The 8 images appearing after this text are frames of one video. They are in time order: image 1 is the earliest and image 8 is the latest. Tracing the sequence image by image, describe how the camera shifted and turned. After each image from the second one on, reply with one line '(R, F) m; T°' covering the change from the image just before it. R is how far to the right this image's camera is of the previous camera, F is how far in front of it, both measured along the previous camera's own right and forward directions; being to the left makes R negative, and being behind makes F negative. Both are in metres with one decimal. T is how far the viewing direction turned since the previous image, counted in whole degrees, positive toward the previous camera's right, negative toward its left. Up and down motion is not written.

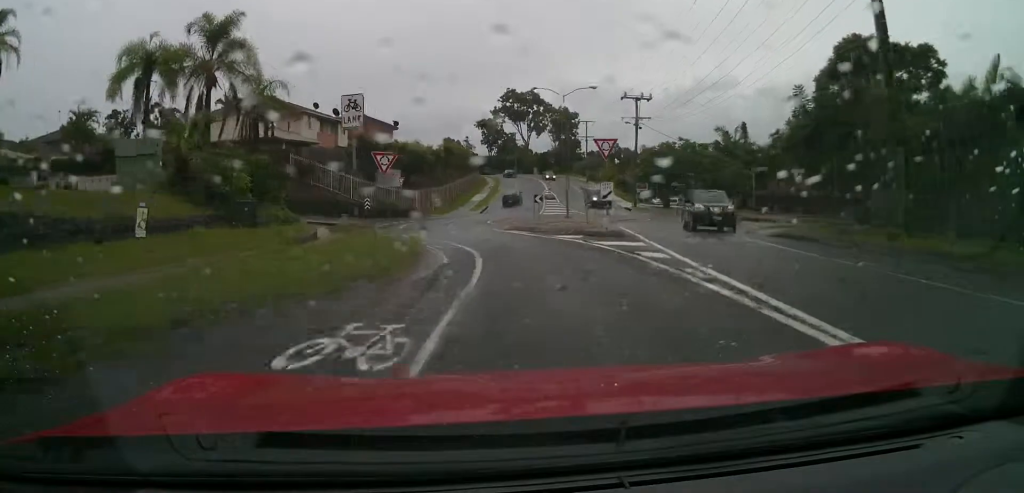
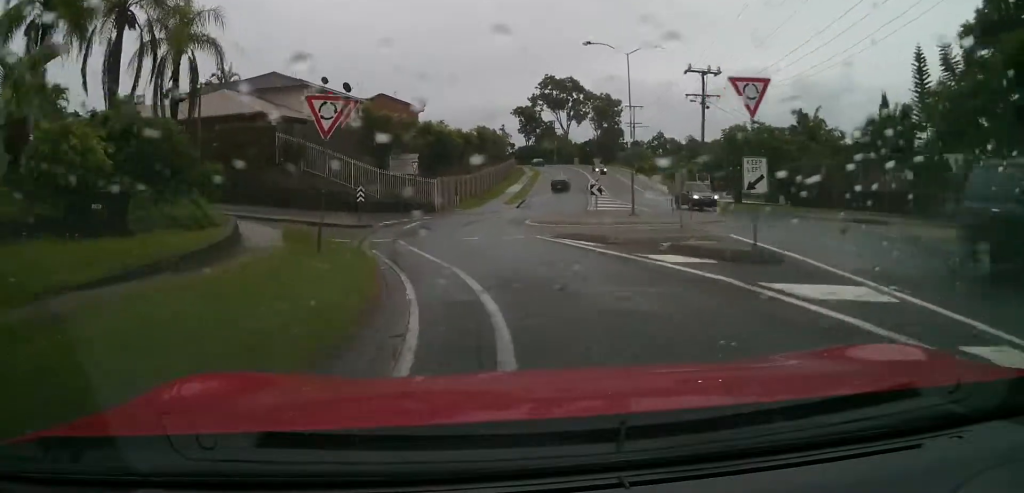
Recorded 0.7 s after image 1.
(-0.3, +9.7) m; -2°
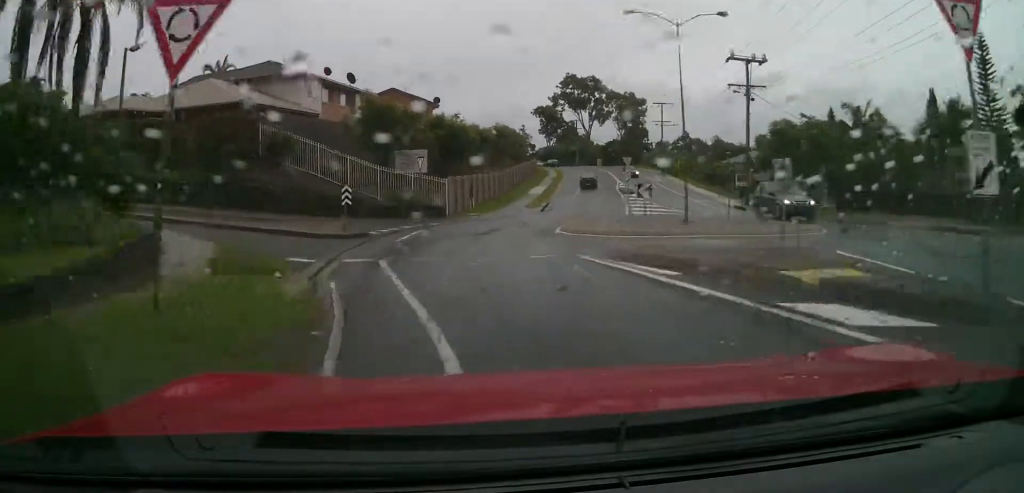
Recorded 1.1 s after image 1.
(0.0, +5.5) m; 0°
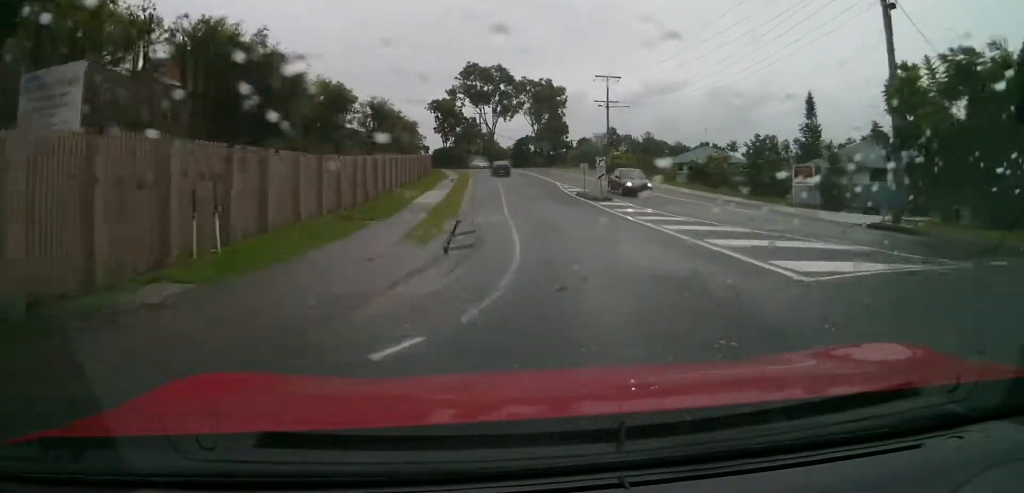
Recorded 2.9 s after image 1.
(+0.4, +24.5) m; +2°
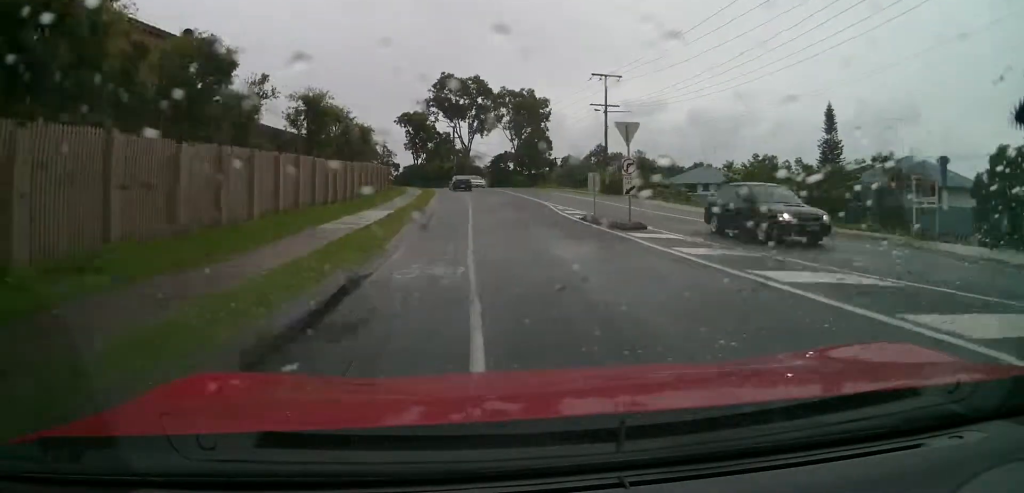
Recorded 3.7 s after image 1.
(0.0, +11.4) m; +1°
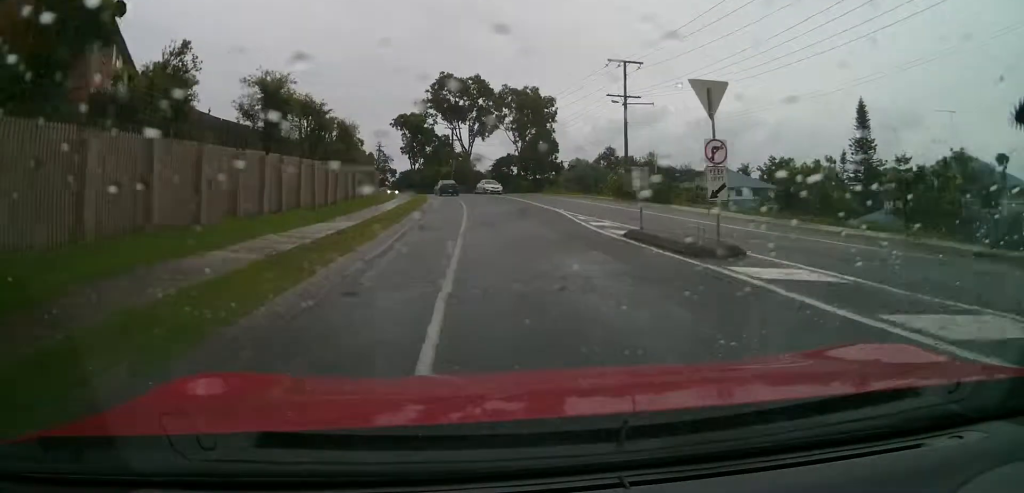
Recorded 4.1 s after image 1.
(+0.2, +7.3) m; +1°
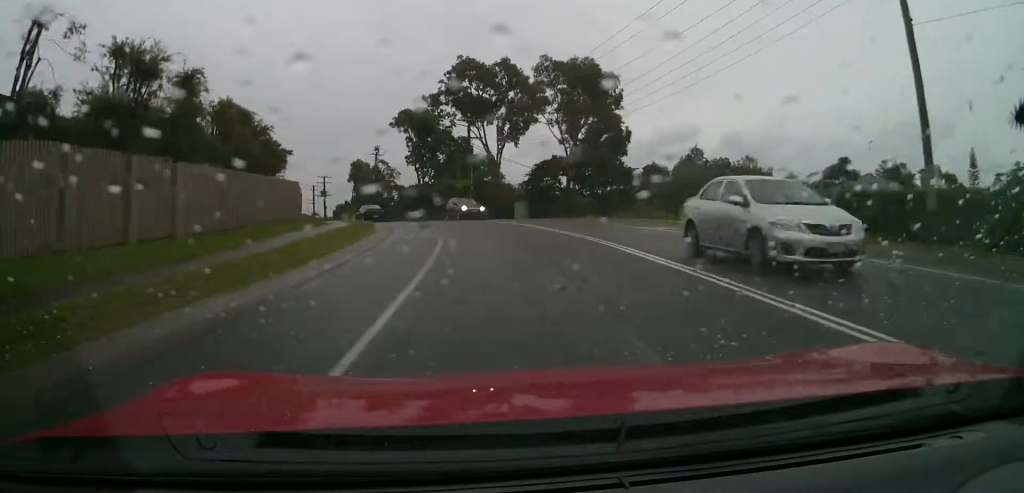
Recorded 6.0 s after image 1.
(+0.4, +29.8) m; -1°
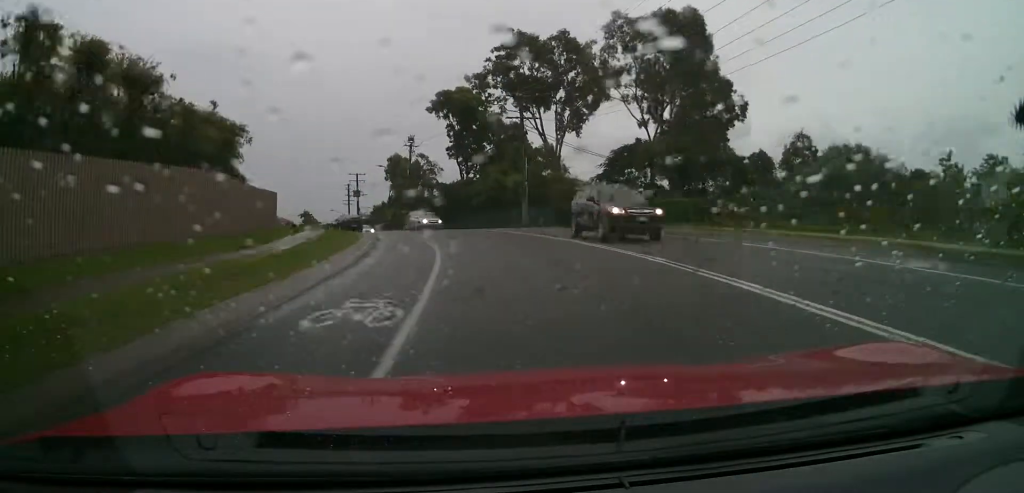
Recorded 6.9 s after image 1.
(-0.4, +14.8) m; -3°
